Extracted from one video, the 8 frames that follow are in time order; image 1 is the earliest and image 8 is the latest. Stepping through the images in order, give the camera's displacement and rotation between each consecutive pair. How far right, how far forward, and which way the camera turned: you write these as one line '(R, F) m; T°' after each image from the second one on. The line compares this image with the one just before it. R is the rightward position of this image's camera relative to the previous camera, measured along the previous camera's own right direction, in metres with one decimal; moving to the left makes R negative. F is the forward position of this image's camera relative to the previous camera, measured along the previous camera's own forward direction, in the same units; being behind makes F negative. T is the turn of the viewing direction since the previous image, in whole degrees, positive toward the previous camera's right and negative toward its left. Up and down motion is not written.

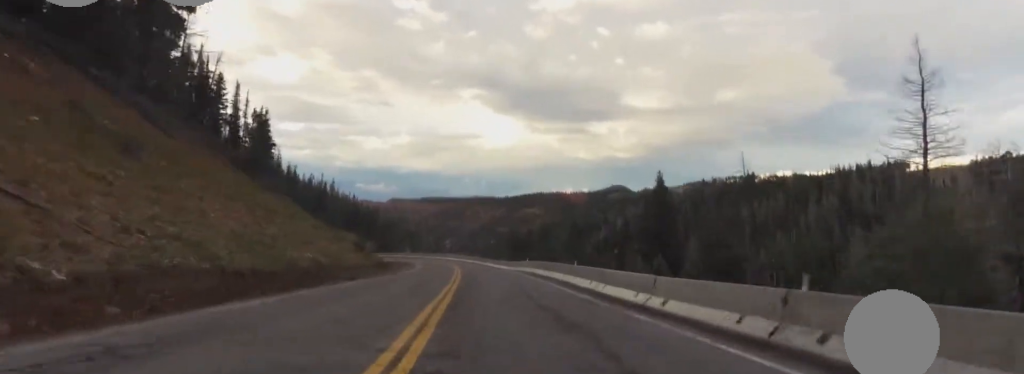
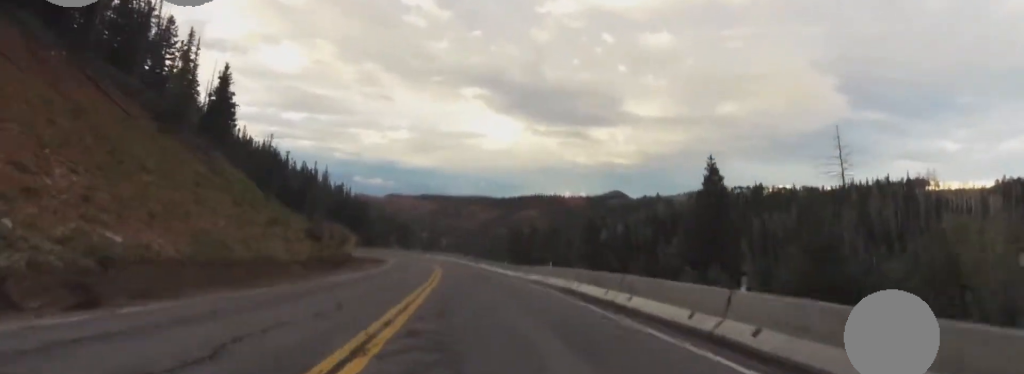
(-0.3, +17.3) m; +4°
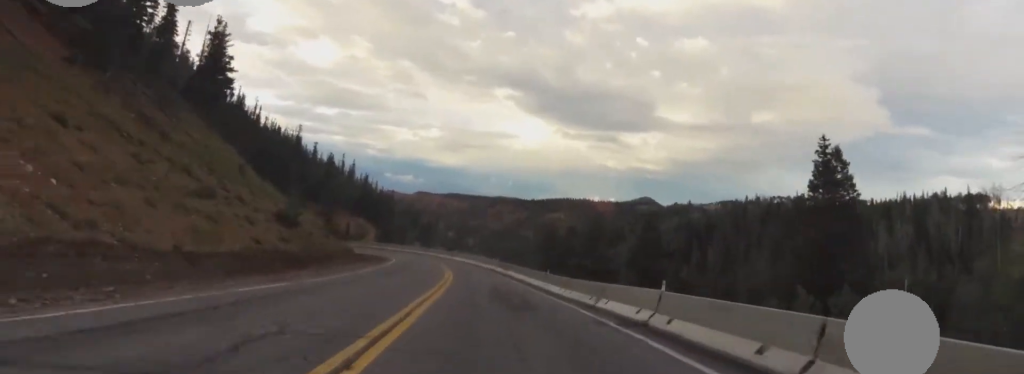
(+1.0, +13.9) m; -1°
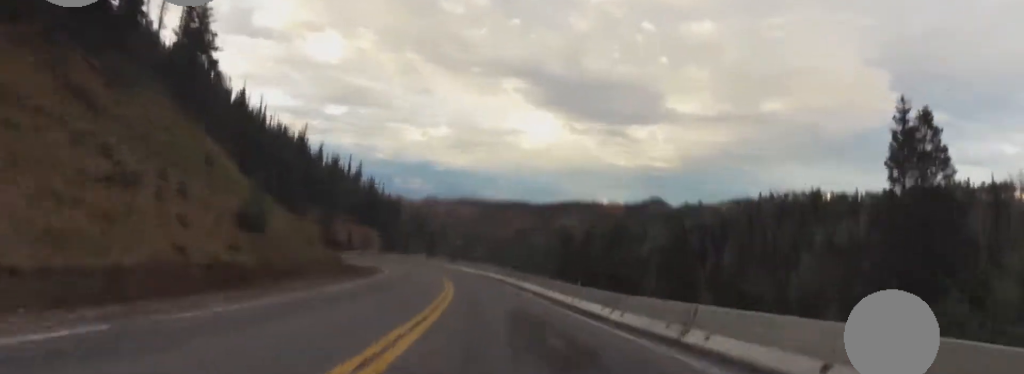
(+0.8, +7.1) m; -2°
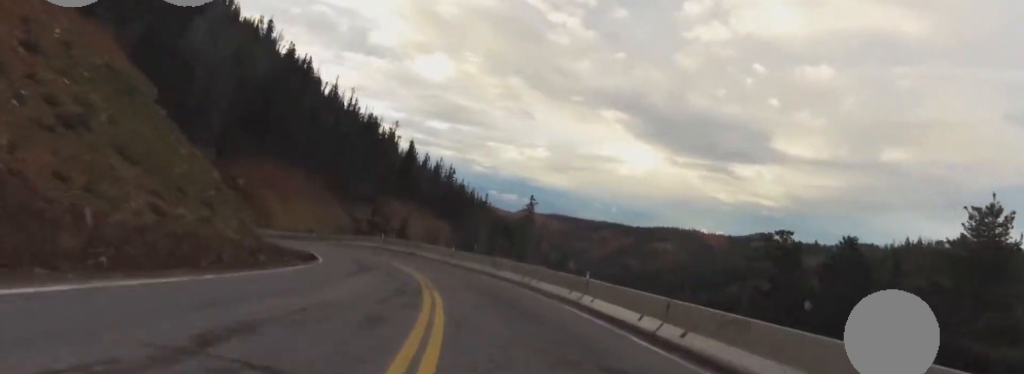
(-6.5, +38.7) m; -11°
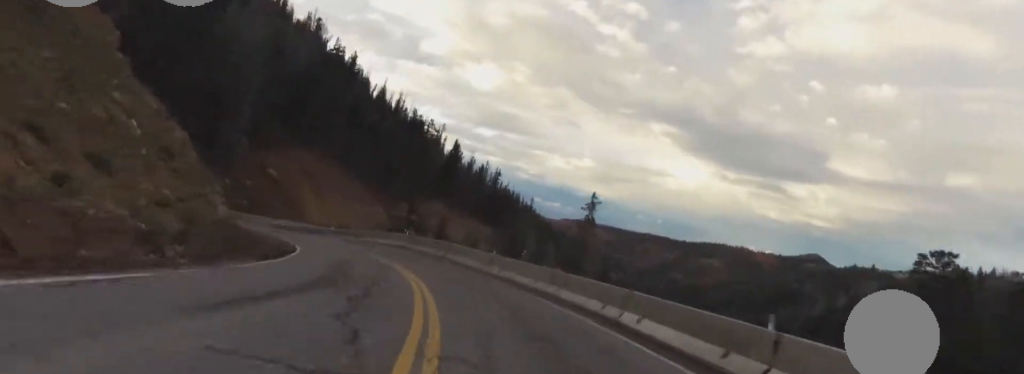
(0.0, +9.0) m; -4°
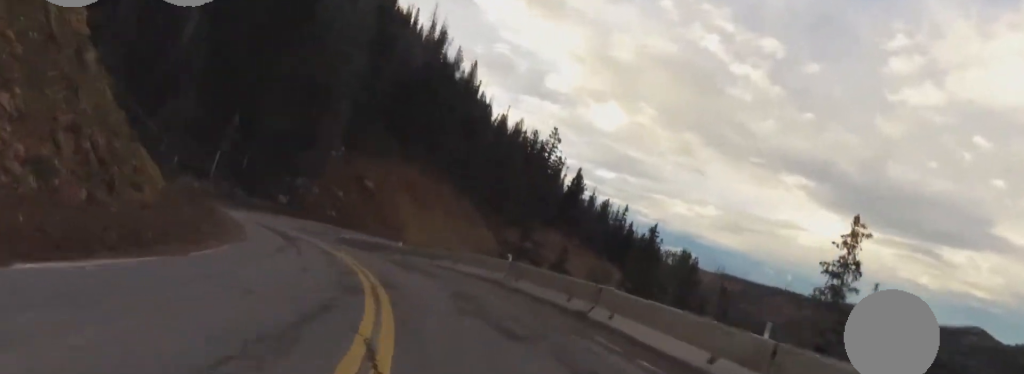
(-2.3, +16.0) m; -17°
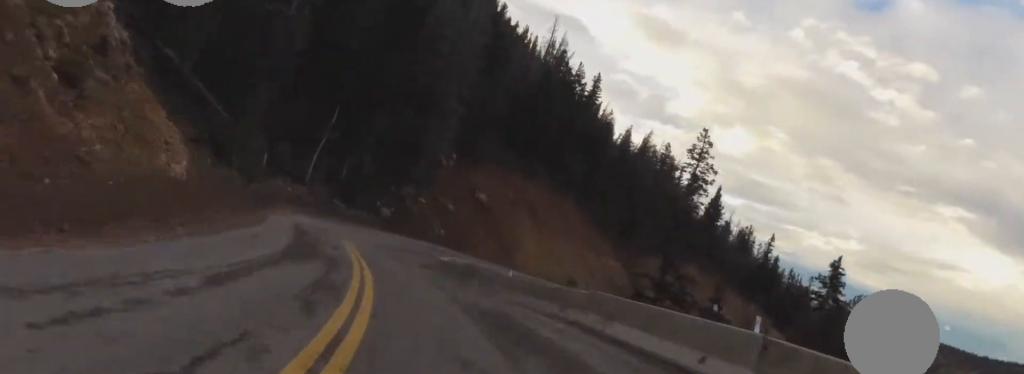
(-1.2, +10.5) m; -7°
